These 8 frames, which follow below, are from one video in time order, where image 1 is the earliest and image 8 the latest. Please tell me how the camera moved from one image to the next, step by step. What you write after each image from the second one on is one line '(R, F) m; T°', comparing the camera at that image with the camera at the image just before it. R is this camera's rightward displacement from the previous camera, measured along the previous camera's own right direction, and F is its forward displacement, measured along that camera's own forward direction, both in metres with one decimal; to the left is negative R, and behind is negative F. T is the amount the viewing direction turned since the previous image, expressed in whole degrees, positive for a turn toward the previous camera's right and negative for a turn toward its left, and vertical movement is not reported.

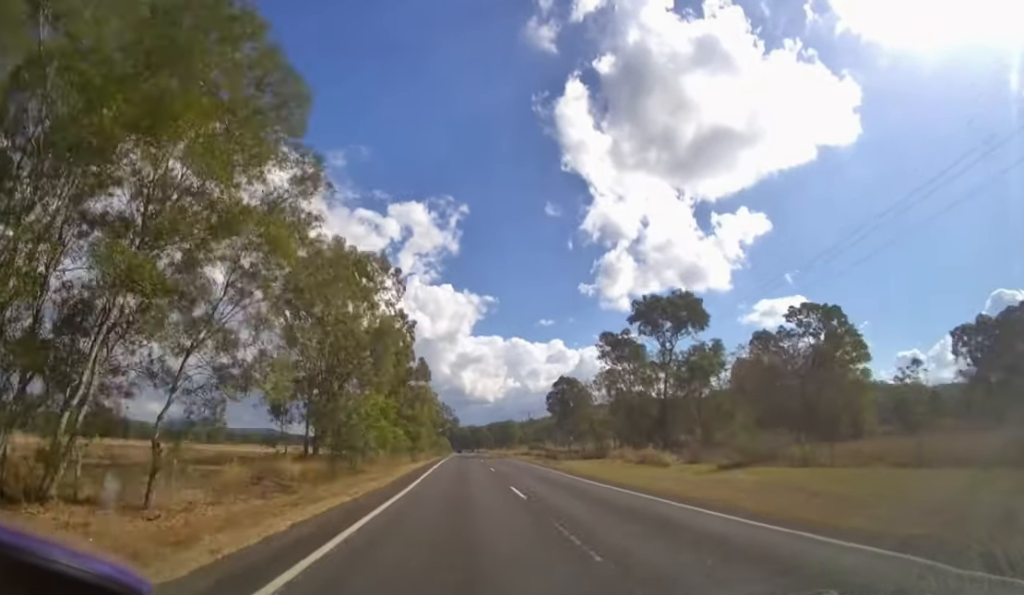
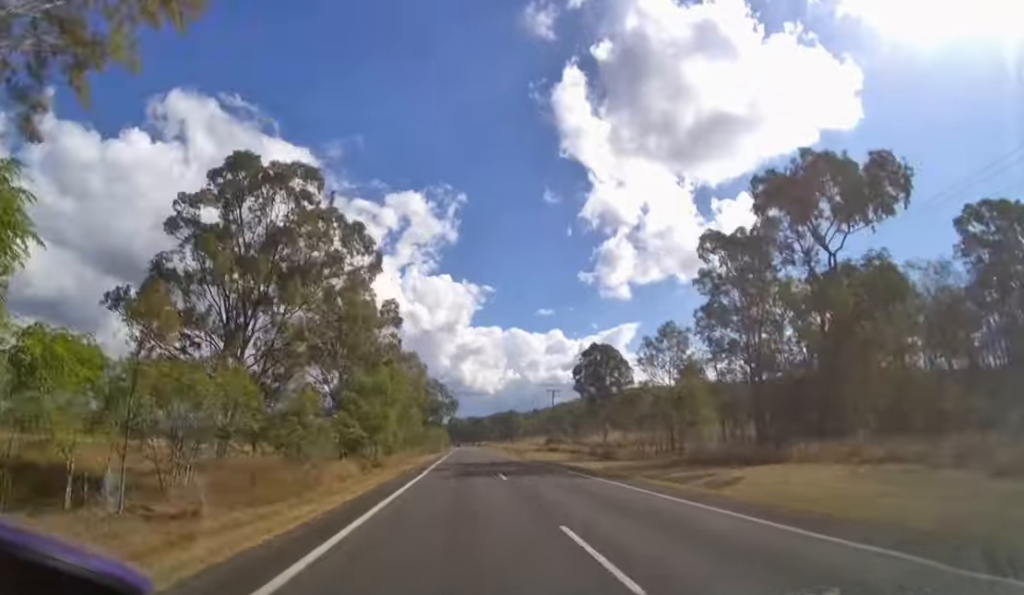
(0.0, +36.5) m; 0°
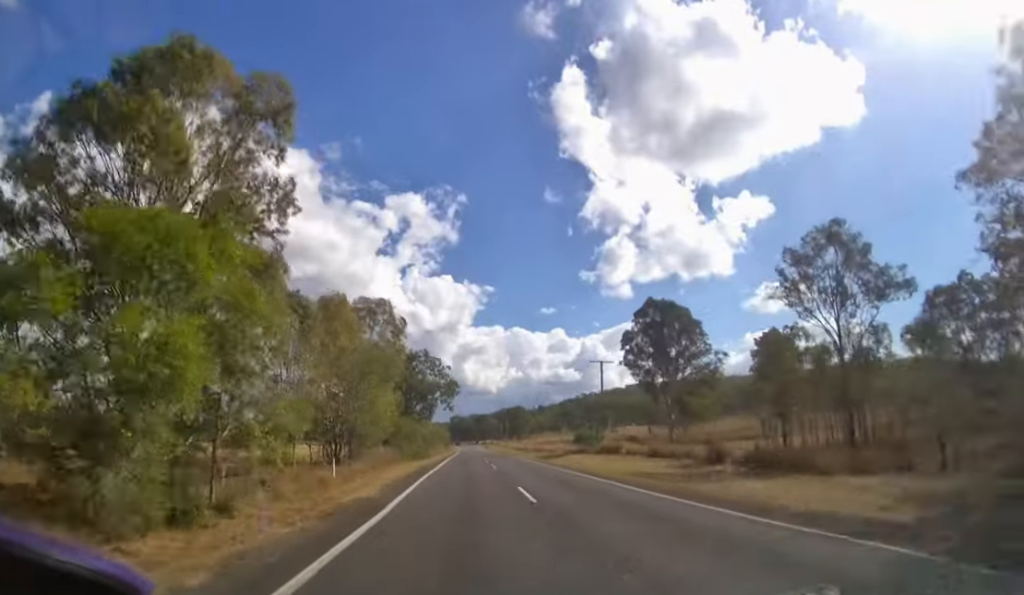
(0.0, +35.1) m; 0°
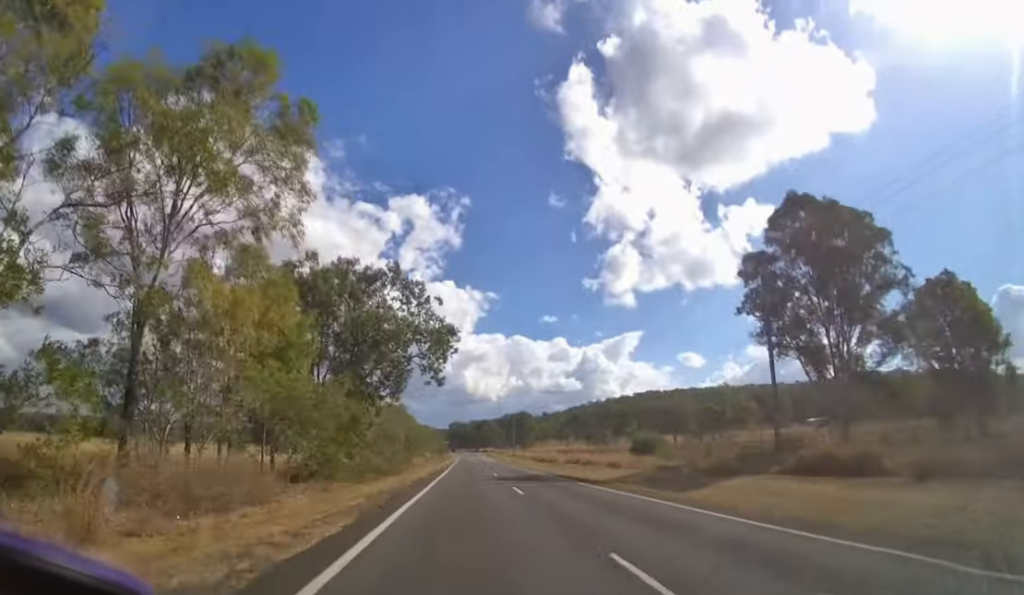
(0.0, +35.0) m; 0°
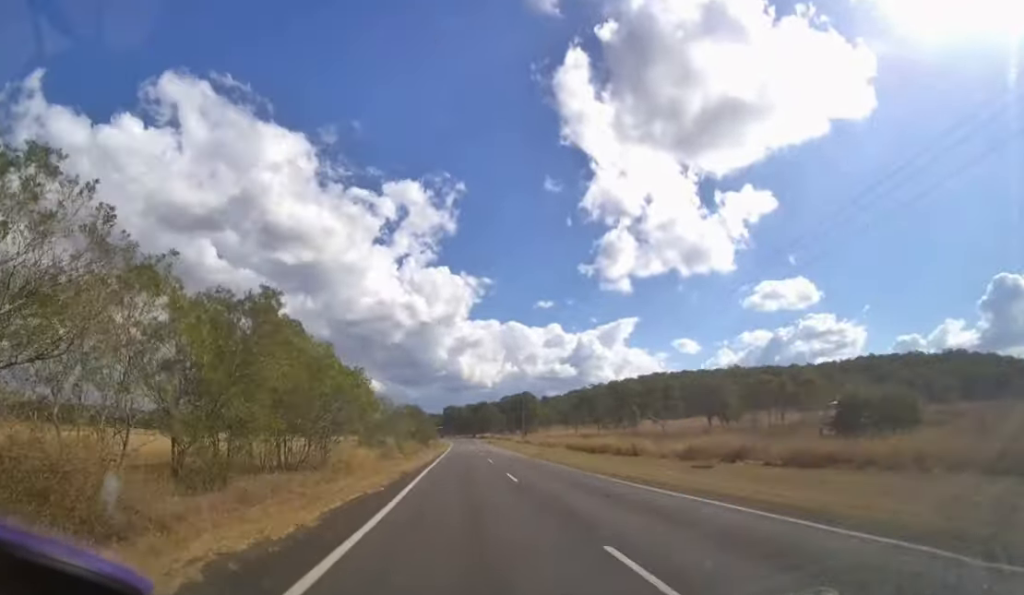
(+0.1, +35.8) m; 0°
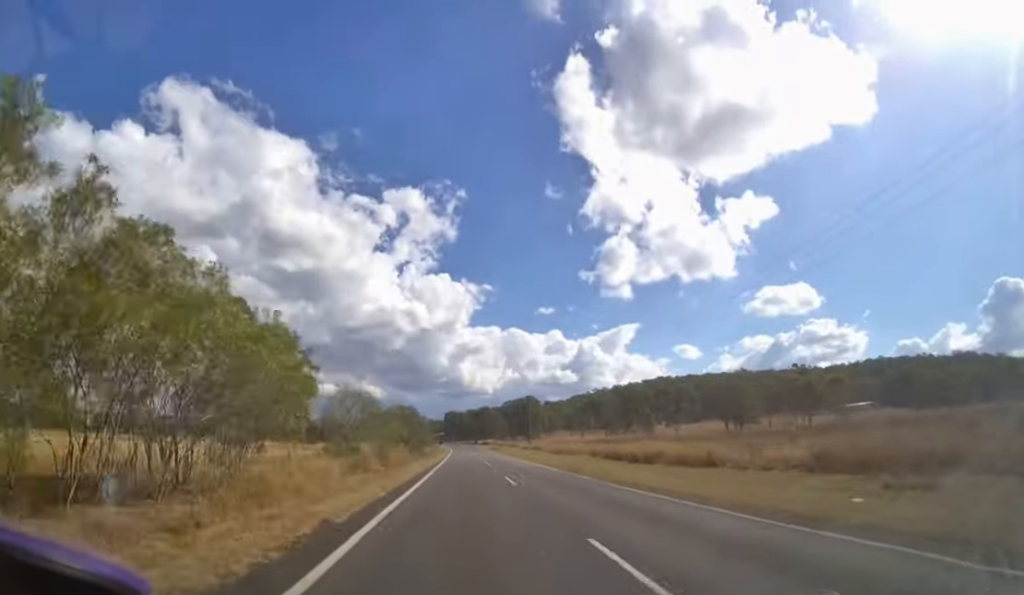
(0.0, +10.4) m; 0°
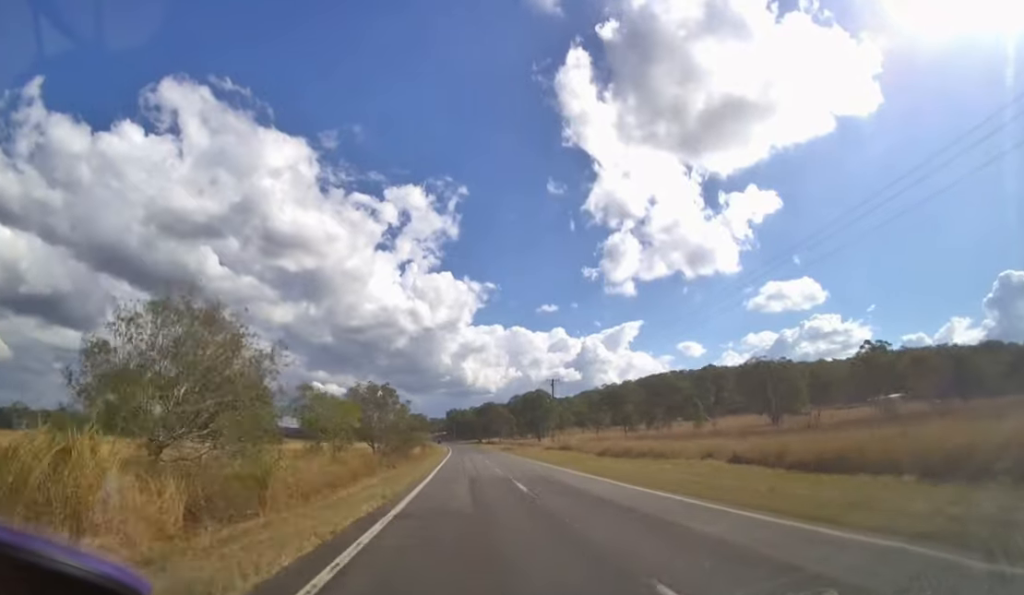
(0.0, +22.4) m; 0°
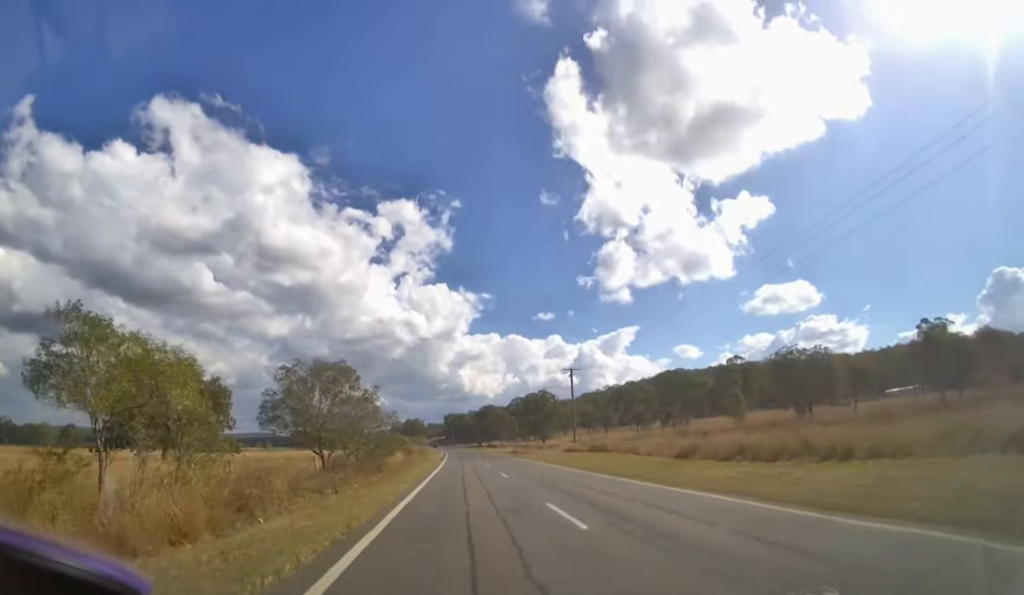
(0.0, +14.5) m; 0°
